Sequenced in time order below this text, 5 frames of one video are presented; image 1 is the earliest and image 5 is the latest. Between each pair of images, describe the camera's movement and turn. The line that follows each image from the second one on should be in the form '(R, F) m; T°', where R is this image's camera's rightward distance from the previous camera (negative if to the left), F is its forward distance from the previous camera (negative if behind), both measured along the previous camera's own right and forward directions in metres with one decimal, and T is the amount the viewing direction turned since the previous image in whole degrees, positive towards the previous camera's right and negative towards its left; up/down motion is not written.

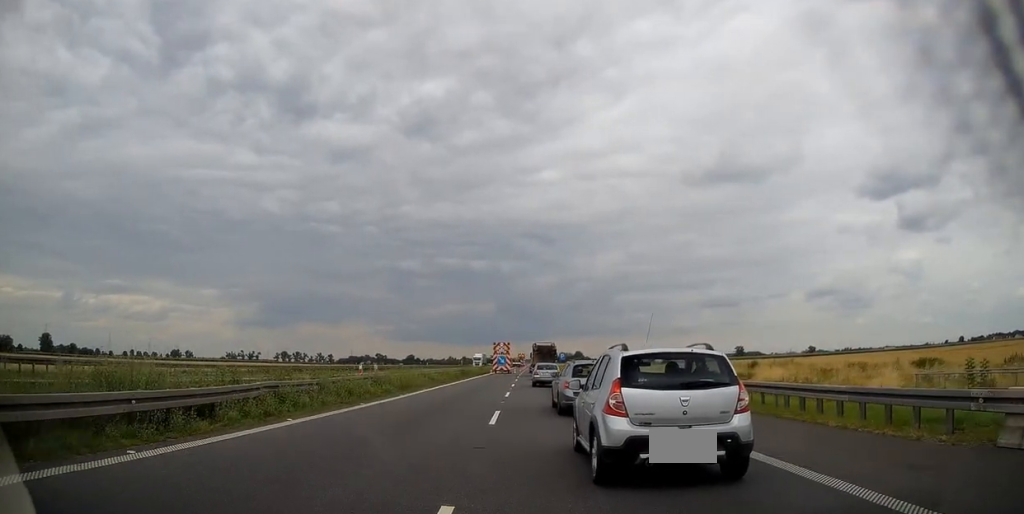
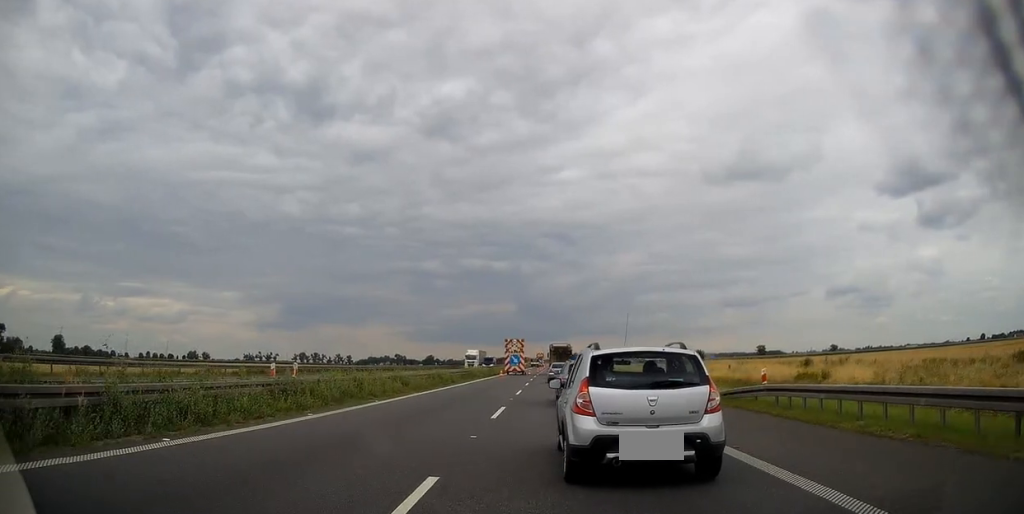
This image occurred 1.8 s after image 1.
(-0.1, +10.6) m; -3°
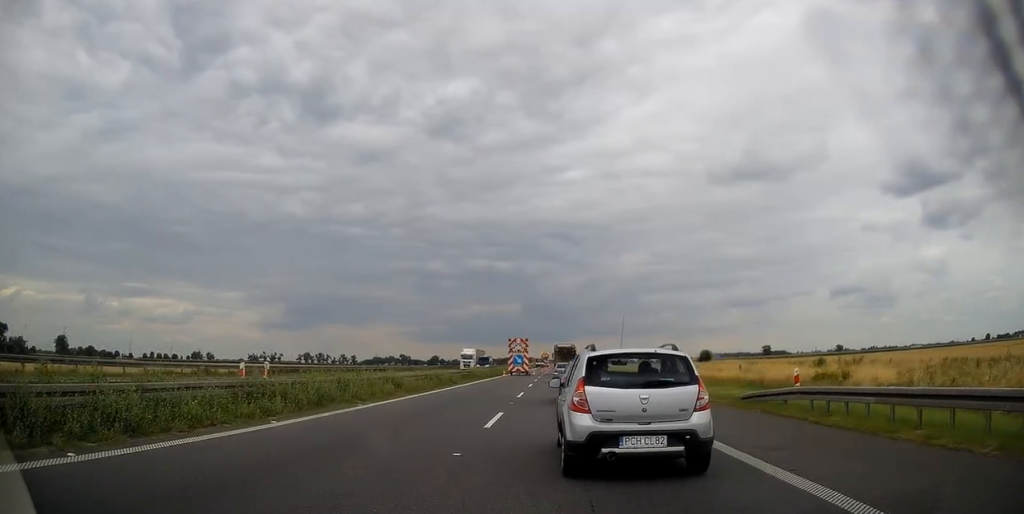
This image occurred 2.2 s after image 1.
(-0.1, +2.4) m; -1°
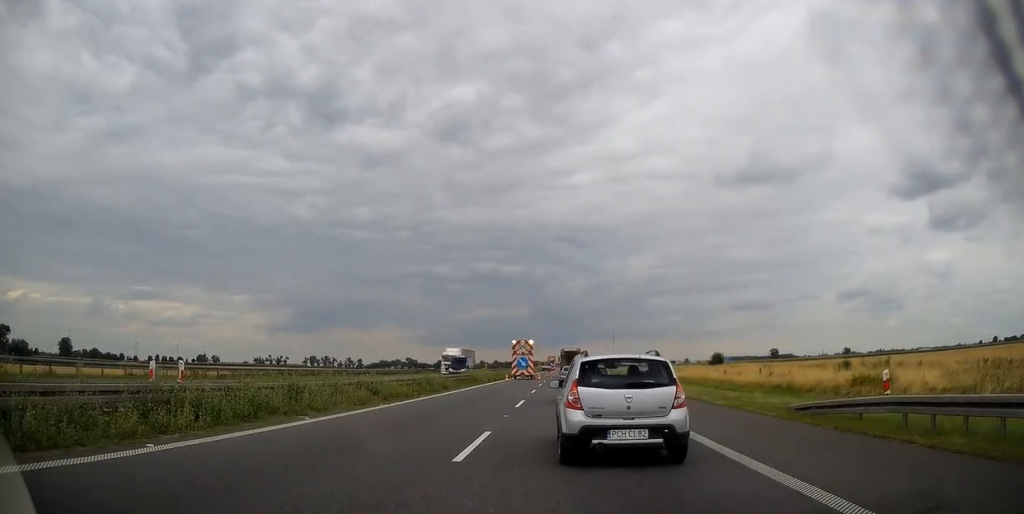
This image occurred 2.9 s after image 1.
(-0.1, +4.4) m; 0°
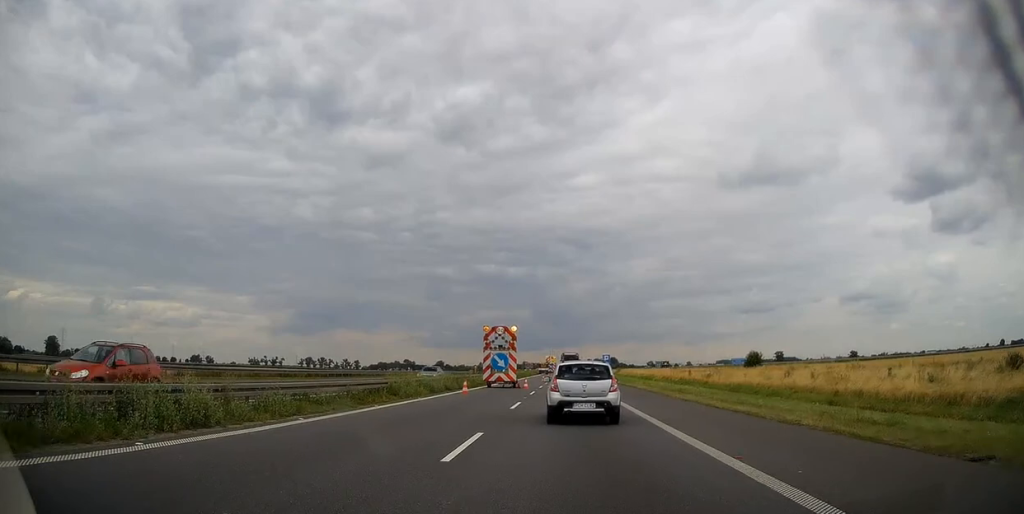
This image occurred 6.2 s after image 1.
(+0.3, +24.0) m; +1°
